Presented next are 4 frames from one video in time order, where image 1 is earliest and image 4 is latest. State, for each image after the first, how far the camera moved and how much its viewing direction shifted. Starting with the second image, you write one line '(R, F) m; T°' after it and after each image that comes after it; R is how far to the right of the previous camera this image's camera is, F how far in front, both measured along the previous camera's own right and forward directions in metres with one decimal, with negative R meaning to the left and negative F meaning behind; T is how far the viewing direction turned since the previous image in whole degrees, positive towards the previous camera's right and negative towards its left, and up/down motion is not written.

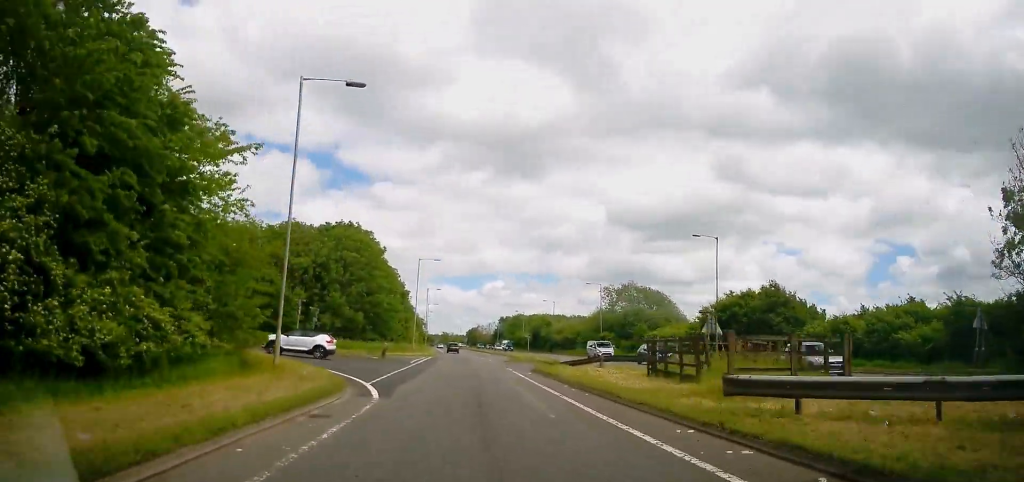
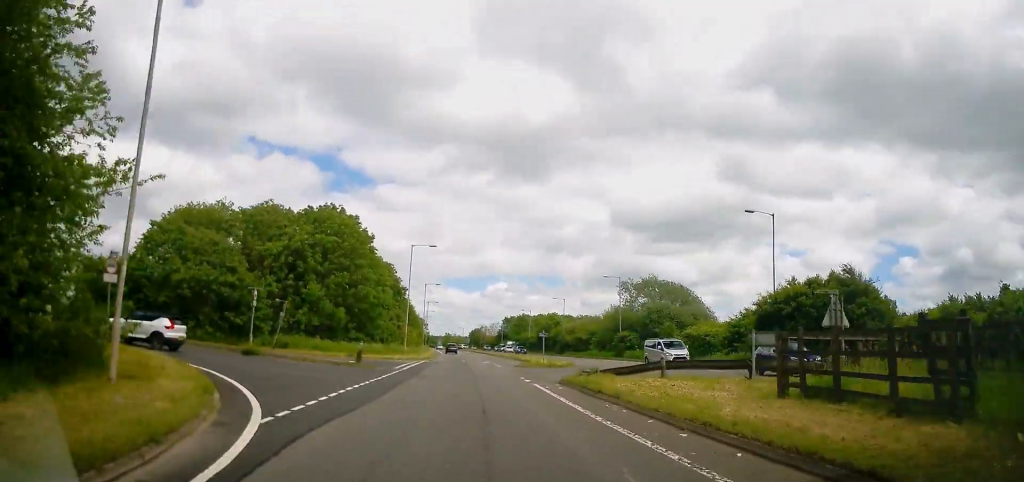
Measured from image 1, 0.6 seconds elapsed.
(-0.1, +9.5) m; -1°
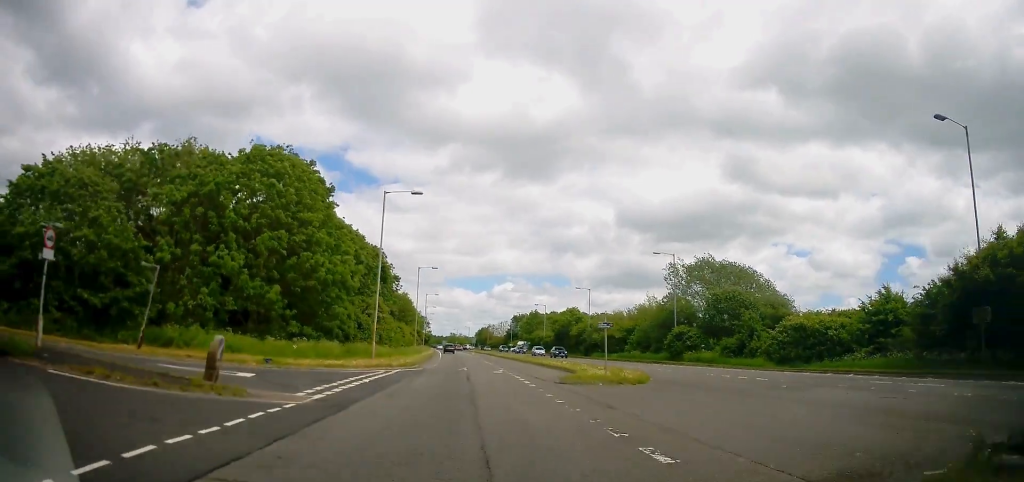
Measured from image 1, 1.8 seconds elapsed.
(-0.4, +18.6) m; -1°
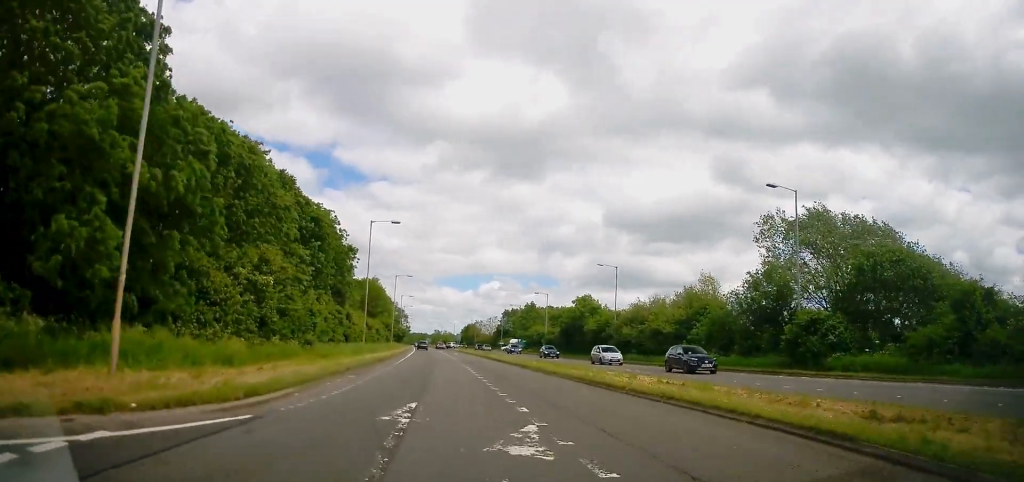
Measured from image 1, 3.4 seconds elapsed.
(+0.3, +24.5) m; +2°
